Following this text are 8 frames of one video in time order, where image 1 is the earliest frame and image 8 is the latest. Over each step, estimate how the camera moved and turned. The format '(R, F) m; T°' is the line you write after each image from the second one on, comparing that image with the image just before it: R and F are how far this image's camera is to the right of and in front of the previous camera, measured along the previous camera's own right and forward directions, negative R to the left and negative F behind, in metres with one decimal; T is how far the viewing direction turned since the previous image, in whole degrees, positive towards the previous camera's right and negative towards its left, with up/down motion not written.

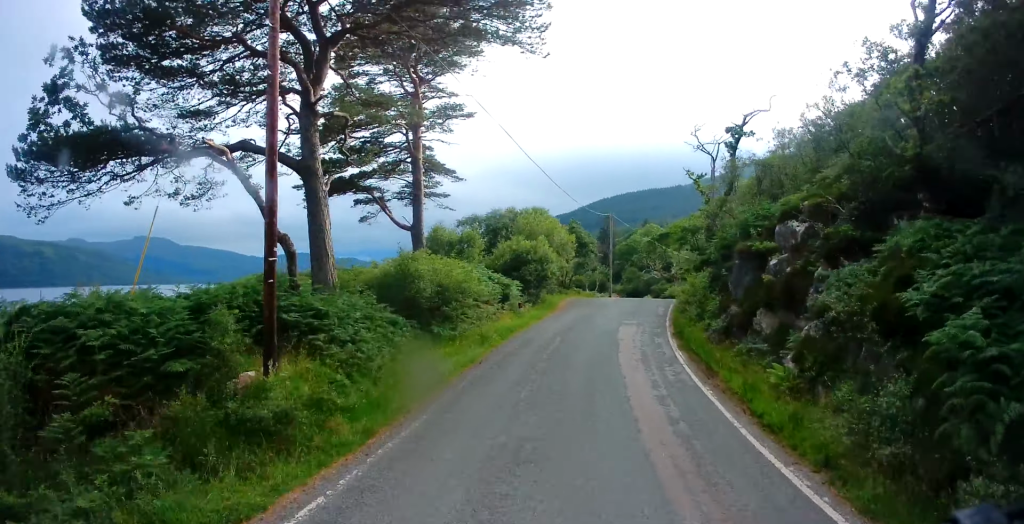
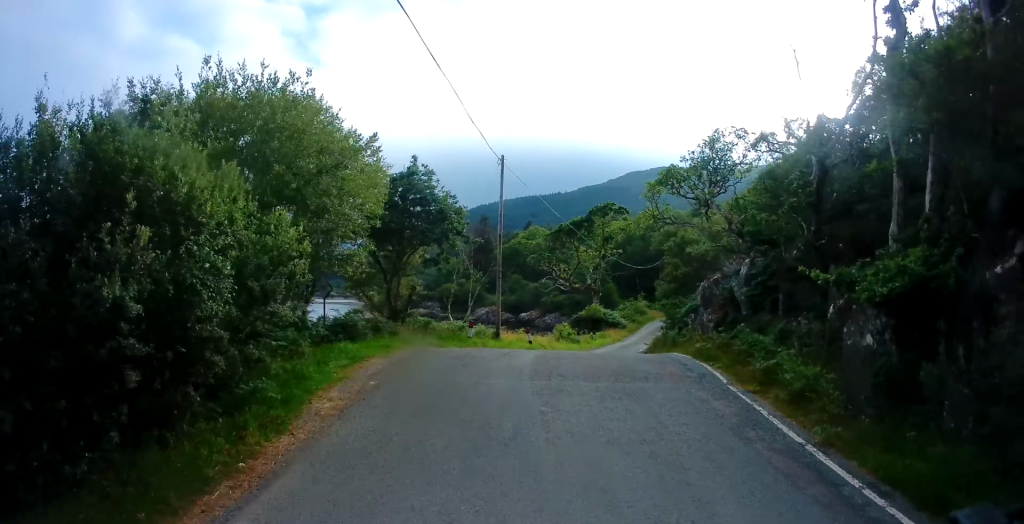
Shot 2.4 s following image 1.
(+2.7, +25.8) m; +10°
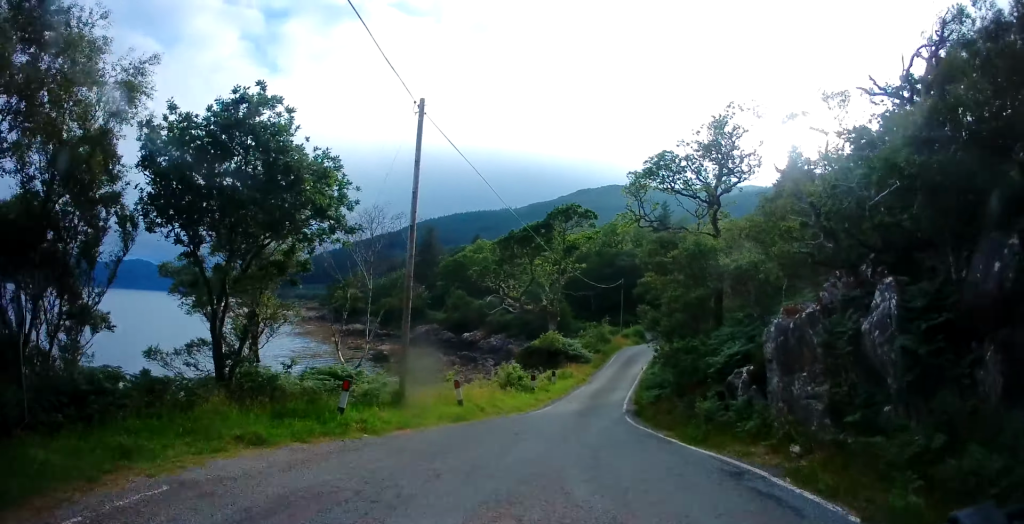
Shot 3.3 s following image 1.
(+0.7, +9.4) m; +5°
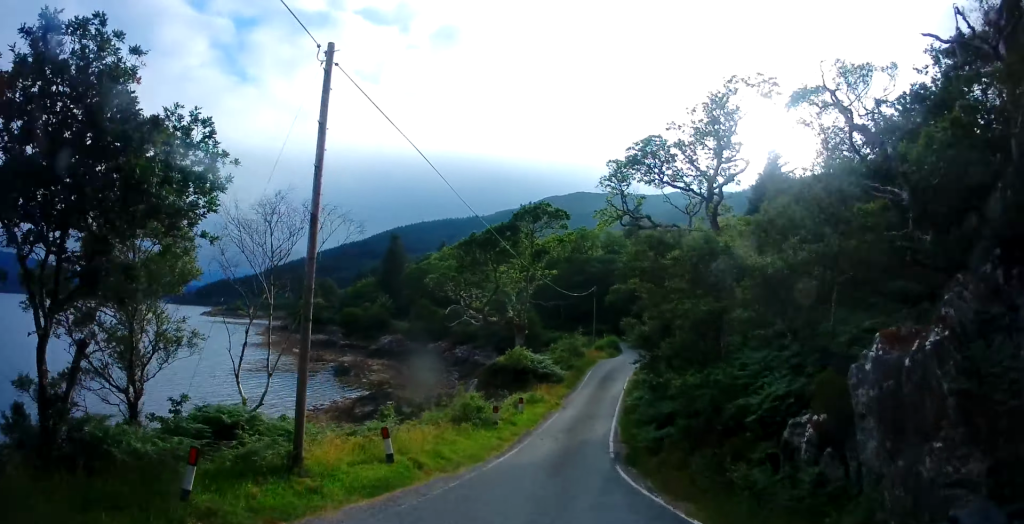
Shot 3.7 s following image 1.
(+0.1, +4.4) m; +3°
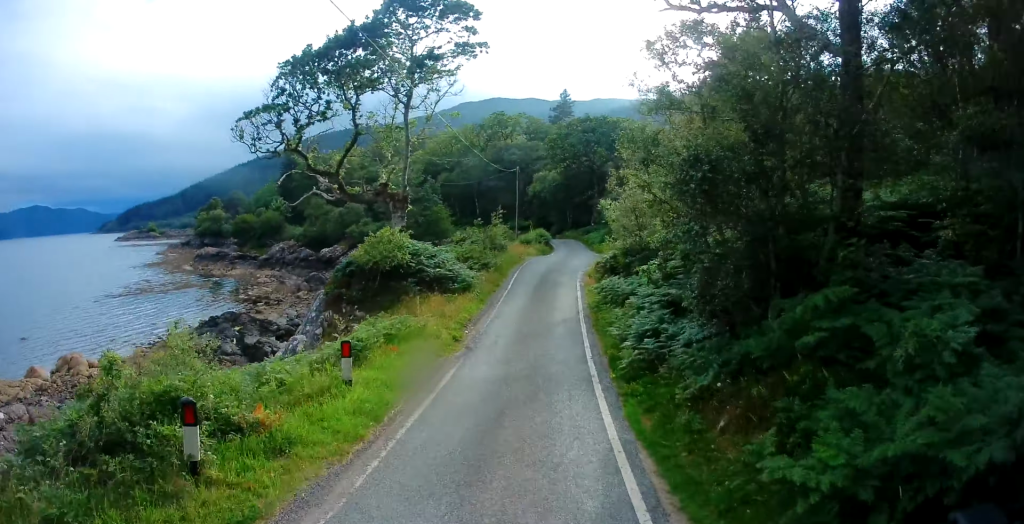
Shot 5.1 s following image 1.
(+1.1, +13.7) m; +9°
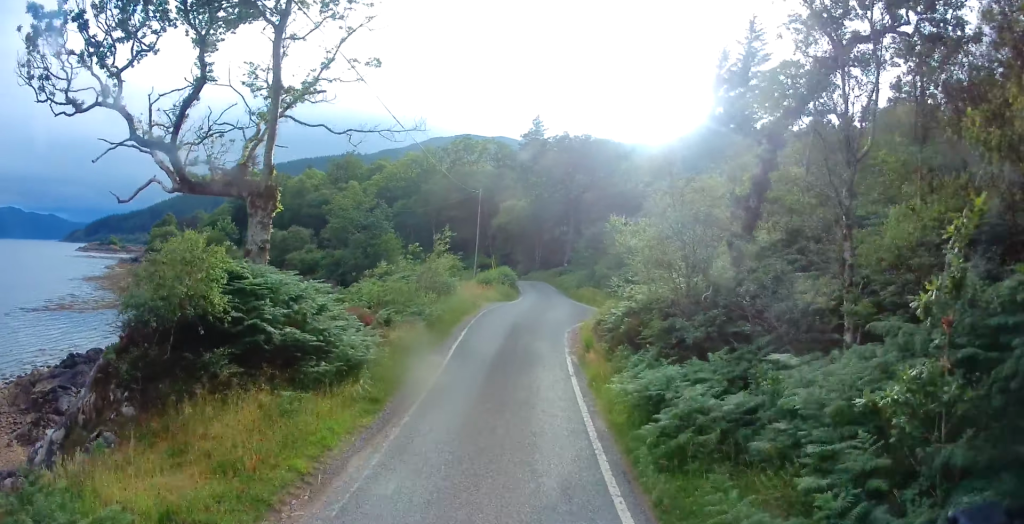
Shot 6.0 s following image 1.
(+0.3, +8.8) m; +4°
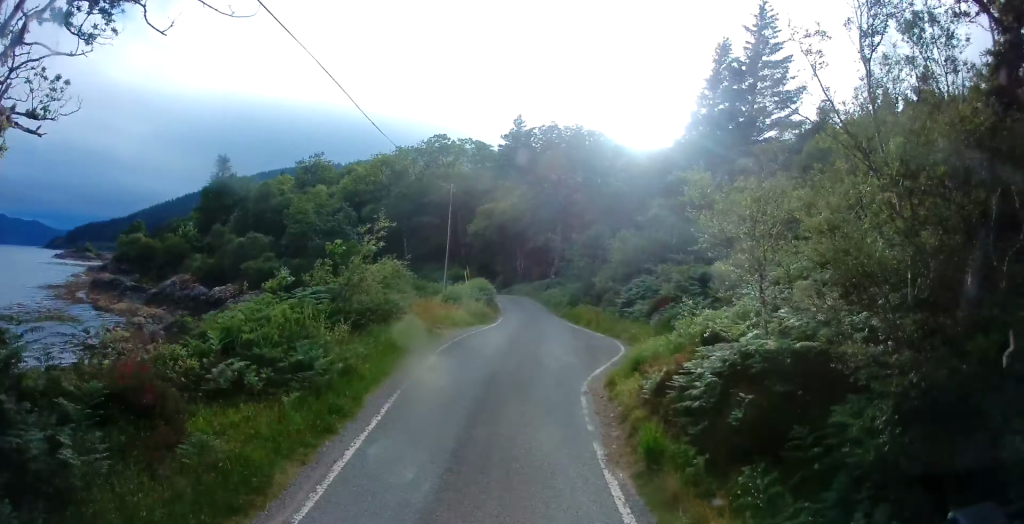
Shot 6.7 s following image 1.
(+0.1, +6.9) m; +2°
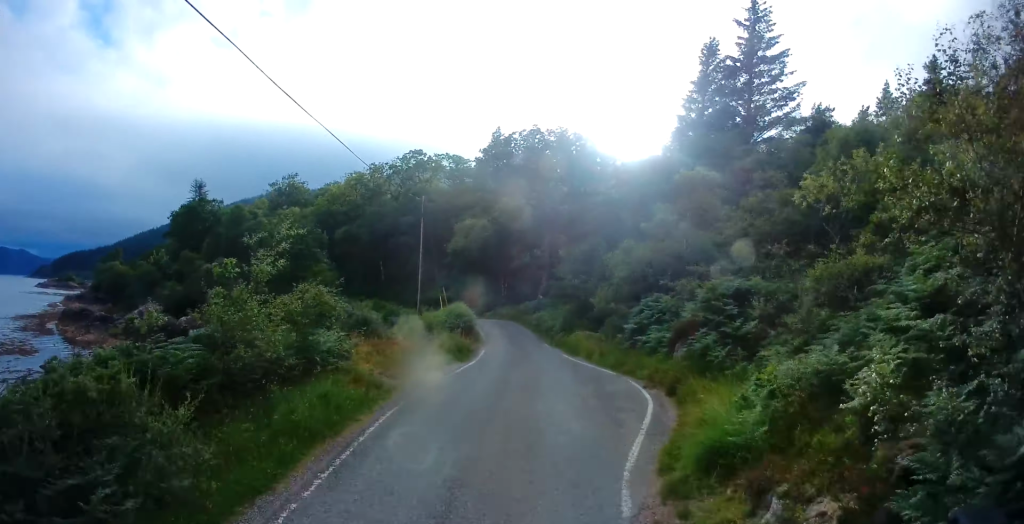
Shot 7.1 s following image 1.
(+0.2, +4.7) m; +1°
